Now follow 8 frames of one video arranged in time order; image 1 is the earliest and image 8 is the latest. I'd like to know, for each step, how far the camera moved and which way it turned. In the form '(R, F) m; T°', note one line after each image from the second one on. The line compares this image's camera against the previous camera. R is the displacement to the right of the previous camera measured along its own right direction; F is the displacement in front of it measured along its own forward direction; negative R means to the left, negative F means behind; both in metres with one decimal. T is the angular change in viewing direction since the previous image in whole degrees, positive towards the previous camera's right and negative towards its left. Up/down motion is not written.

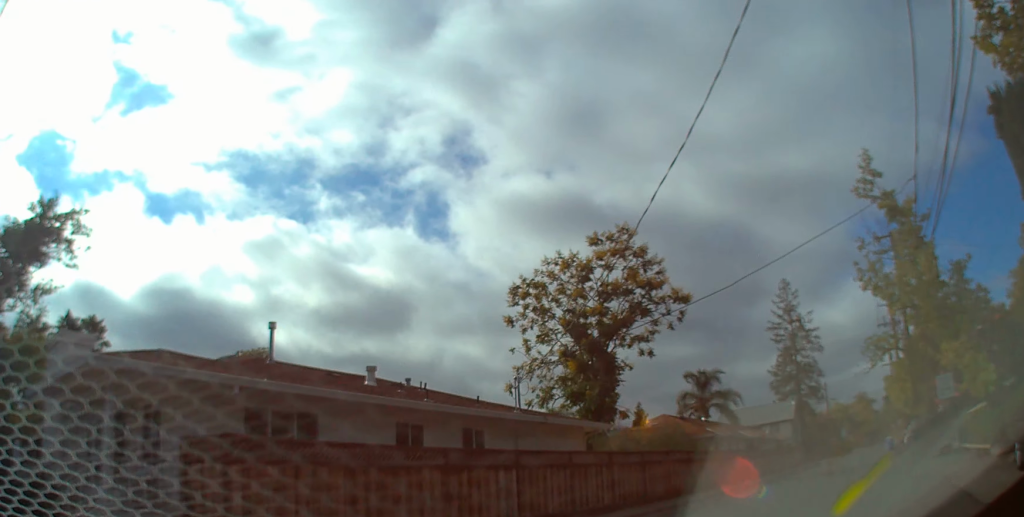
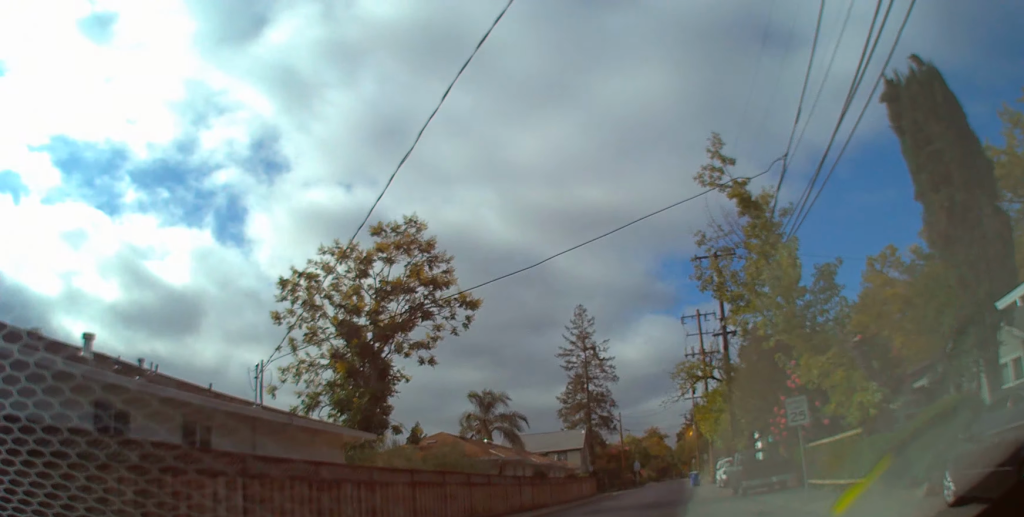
(+0.1, +2.1) m; +10°
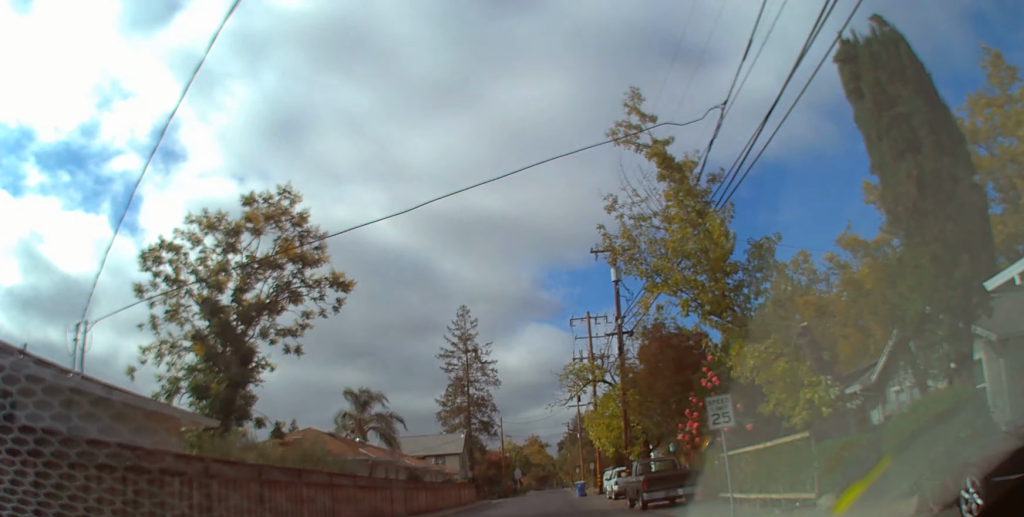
(+0.1, +1.5) m; +9°
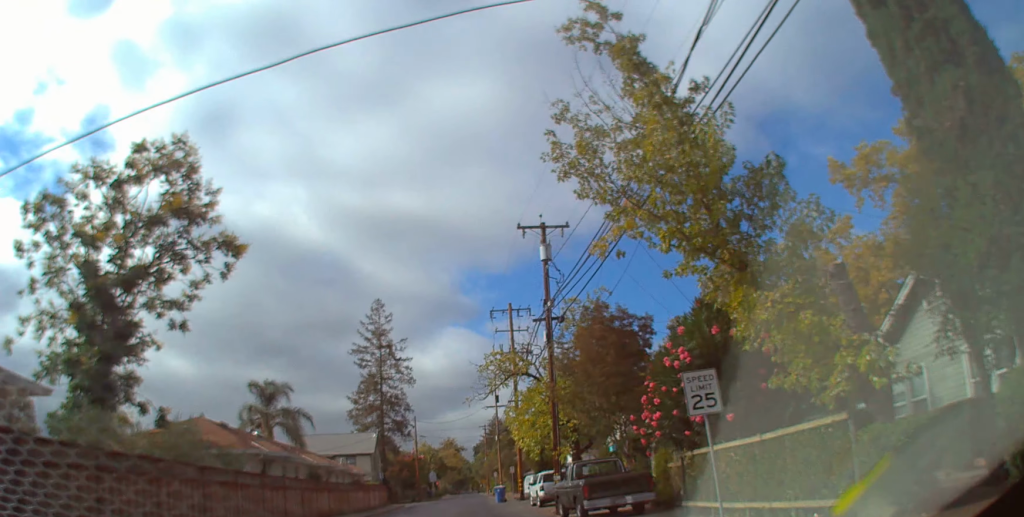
(+0.1, +2.0) m; +11°
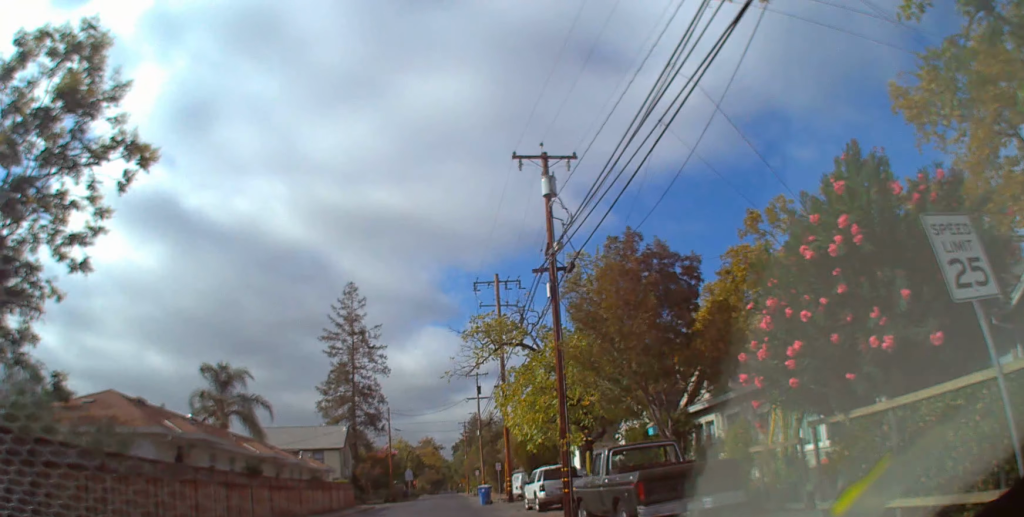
(+0.4, +3.4) m; +8°
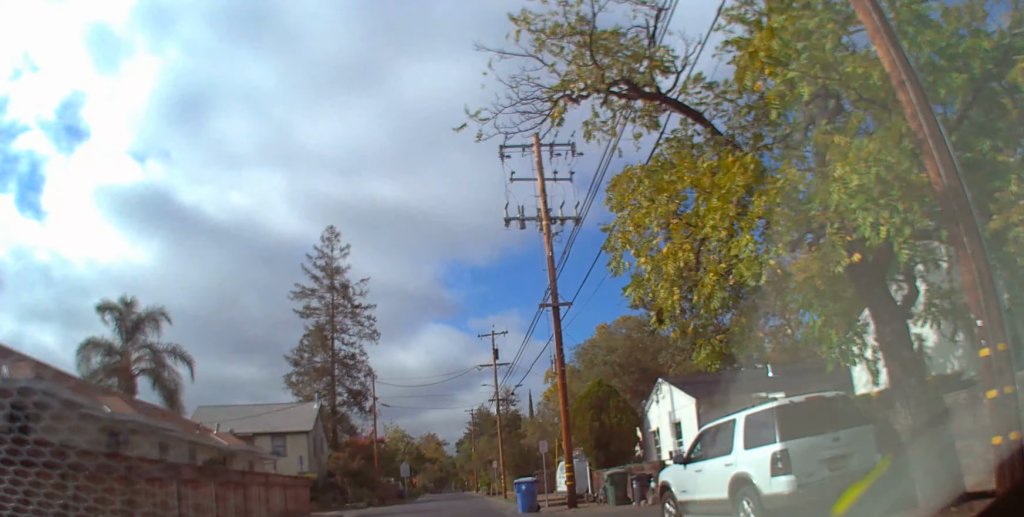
(+1.0, +9.6) m; +8°
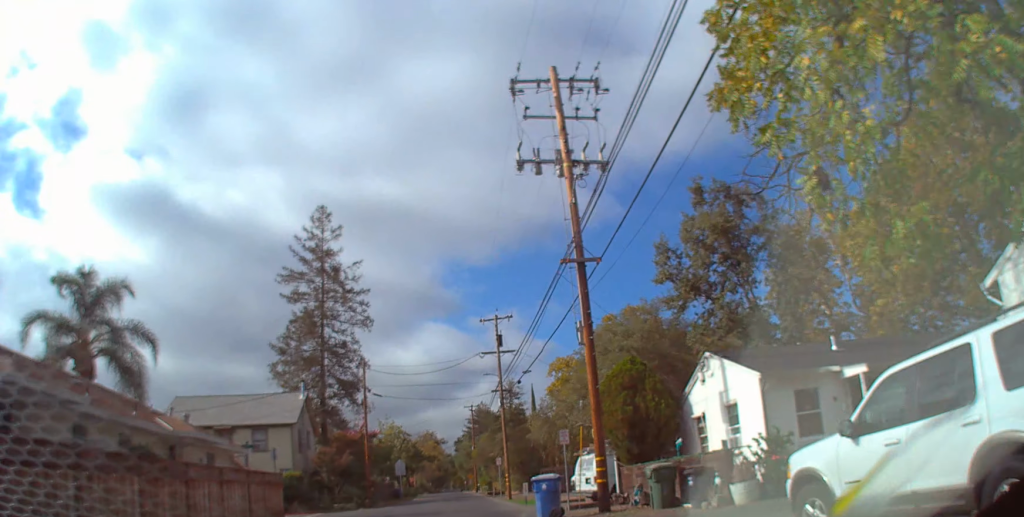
(-0.1, +2.9) m; -2°
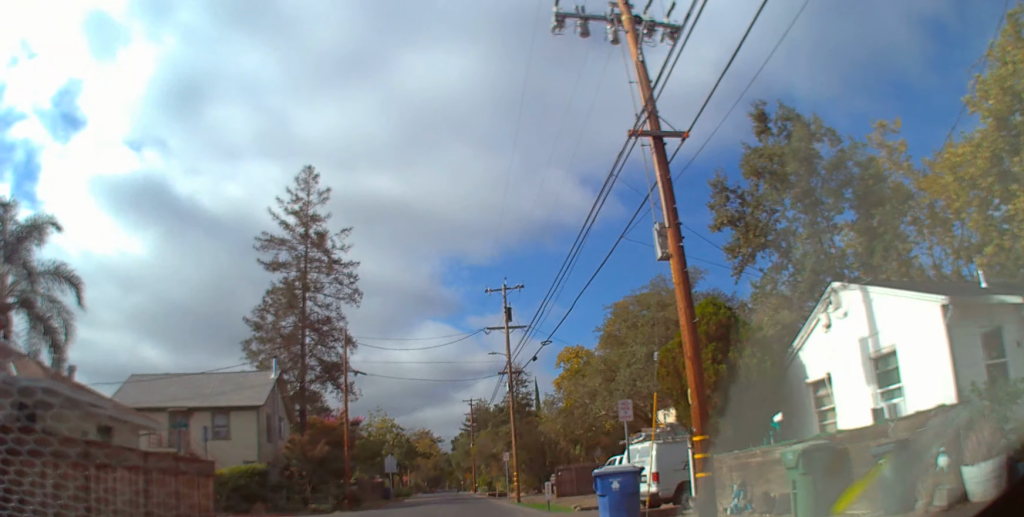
(-0.1, +4.6) m; -1°
